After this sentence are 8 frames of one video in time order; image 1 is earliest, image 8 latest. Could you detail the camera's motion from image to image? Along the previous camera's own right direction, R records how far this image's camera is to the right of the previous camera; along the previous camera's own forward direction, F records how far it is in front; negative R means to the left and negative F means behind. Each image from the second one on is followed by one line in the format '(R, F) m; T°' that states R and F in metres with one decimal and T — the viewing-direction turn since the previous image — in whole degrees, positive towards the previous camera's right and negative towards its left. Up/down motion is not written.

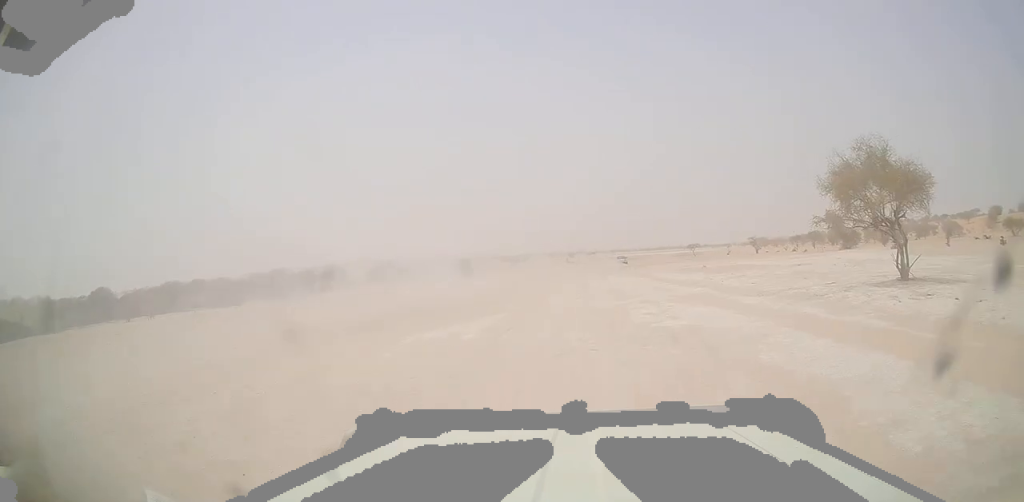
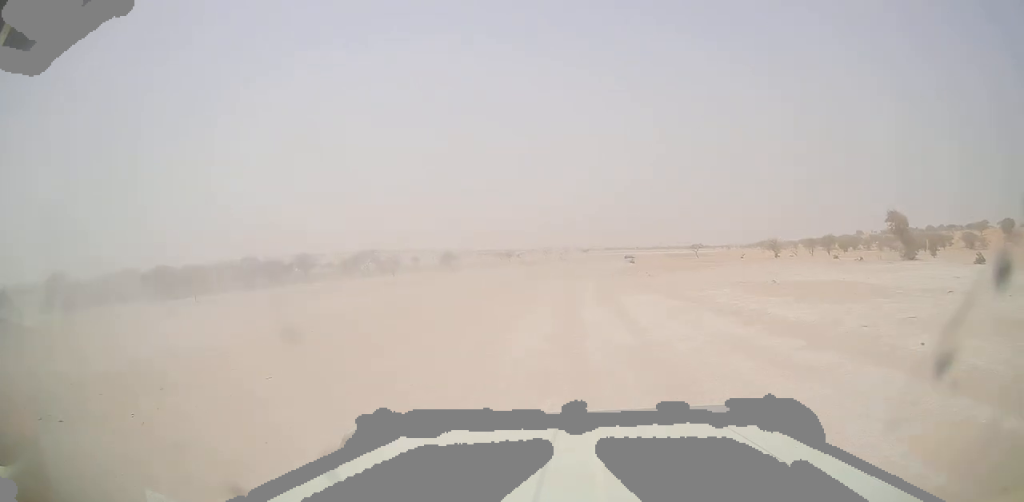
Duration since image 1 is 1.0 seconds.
(-0.5, +13.9) m; -8°
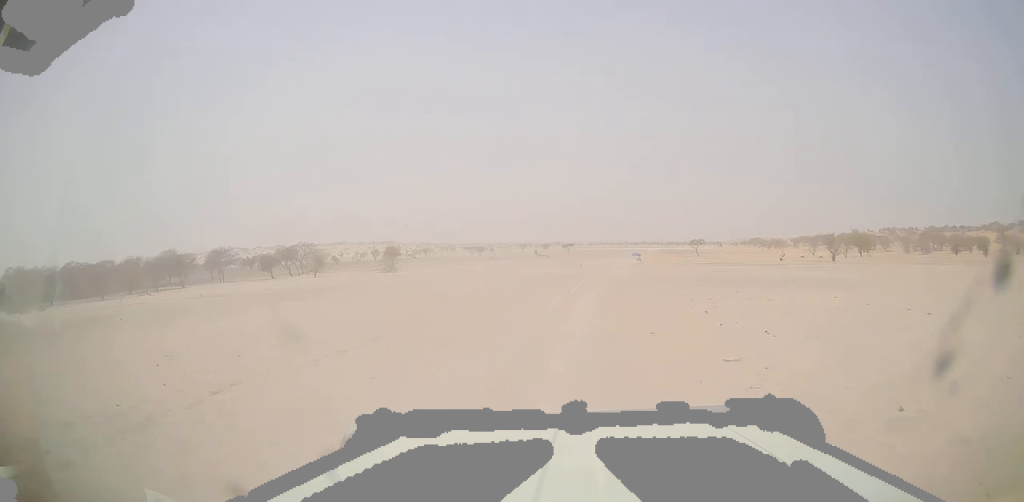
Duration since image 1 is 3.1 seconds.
(-4.0, +30.2) m; -6°
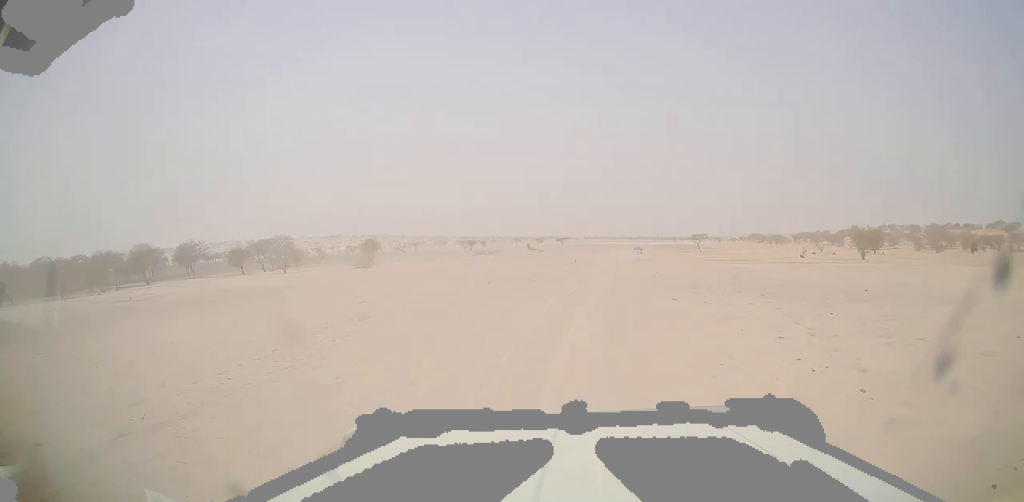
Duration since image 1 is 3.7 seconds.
(+0.5, +9.6) m; +3°
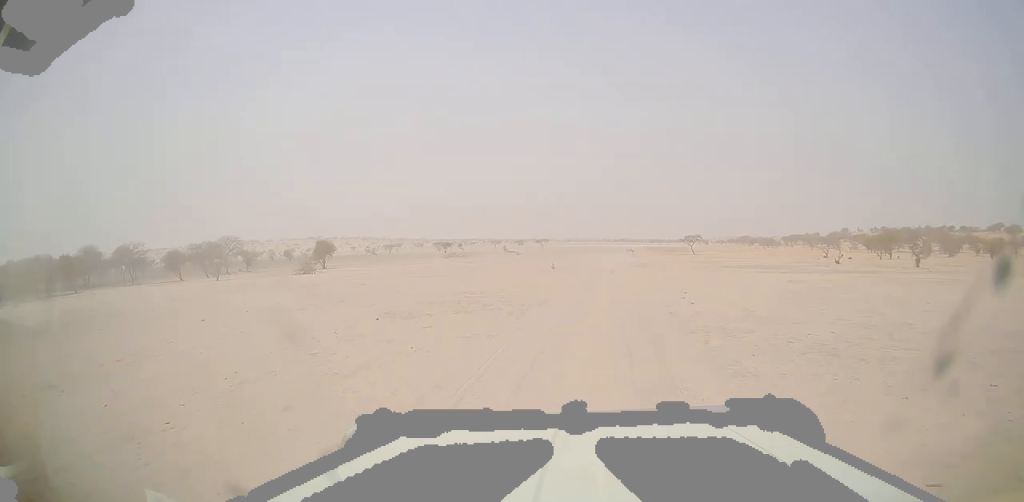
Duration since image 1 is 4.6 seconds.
(+0.6, +14.3) m; +5°
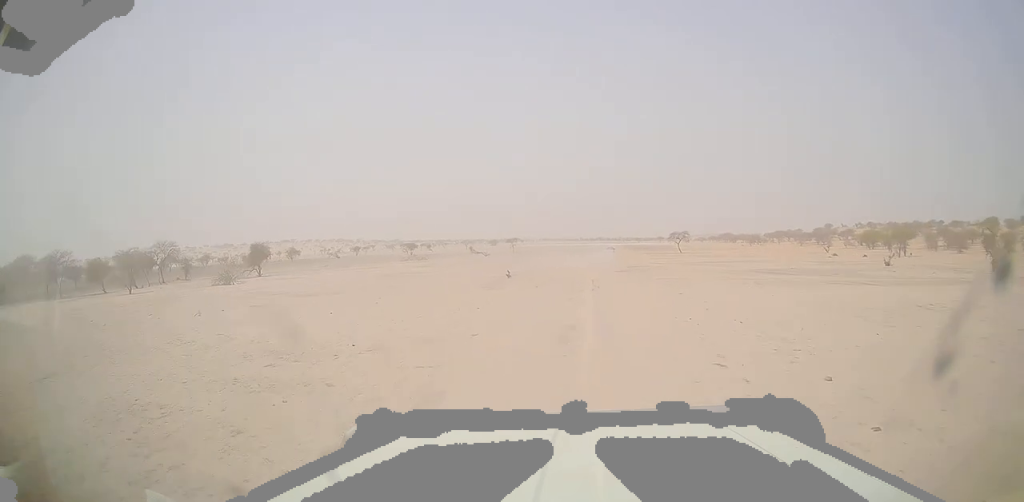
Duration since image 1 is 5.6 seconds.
(+0.6, +14.6) m; +5°
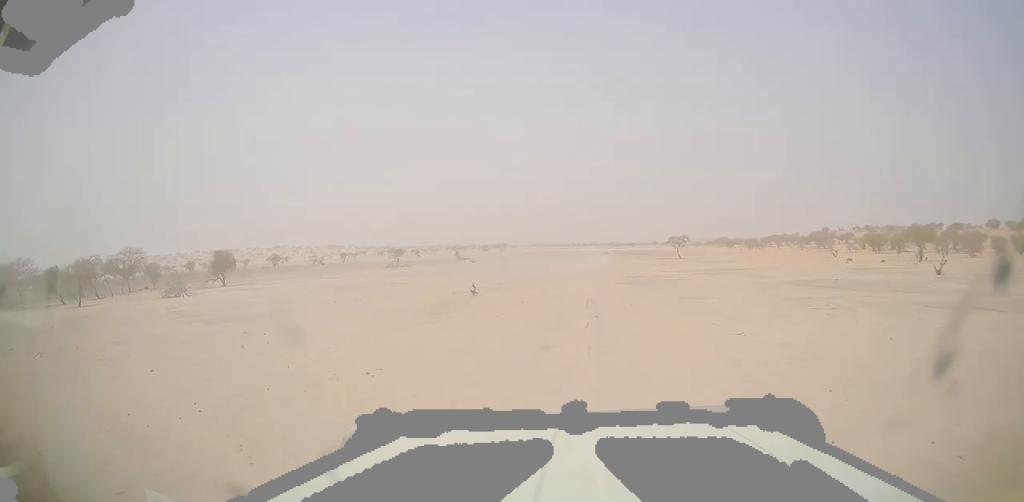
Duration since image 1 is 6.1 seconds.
(+0.2, +8.0) m; +2°
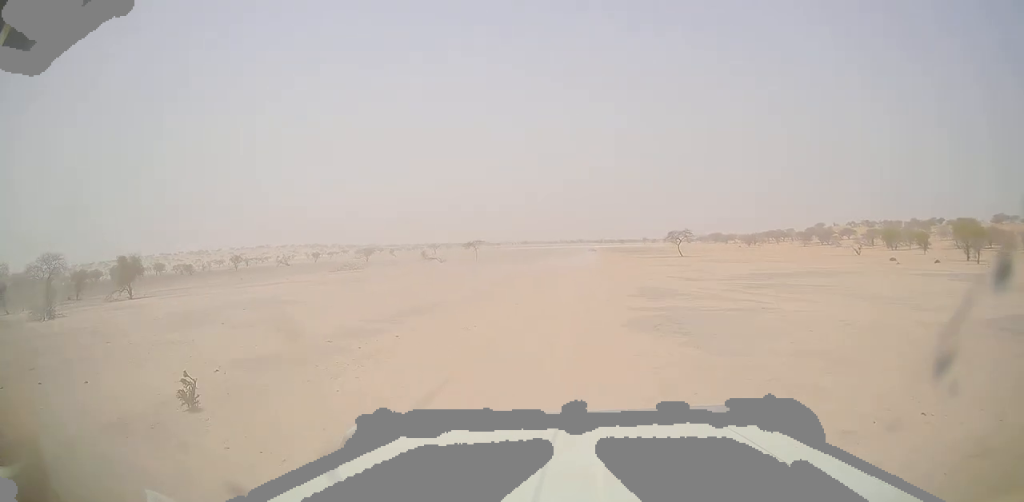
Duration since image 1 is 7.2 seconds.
(+0.4, +17.6) m; +2°
